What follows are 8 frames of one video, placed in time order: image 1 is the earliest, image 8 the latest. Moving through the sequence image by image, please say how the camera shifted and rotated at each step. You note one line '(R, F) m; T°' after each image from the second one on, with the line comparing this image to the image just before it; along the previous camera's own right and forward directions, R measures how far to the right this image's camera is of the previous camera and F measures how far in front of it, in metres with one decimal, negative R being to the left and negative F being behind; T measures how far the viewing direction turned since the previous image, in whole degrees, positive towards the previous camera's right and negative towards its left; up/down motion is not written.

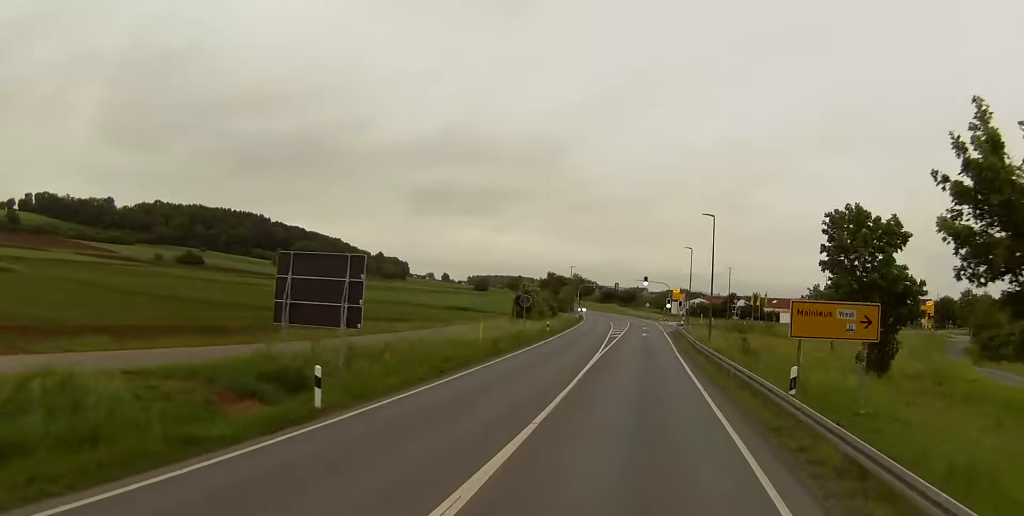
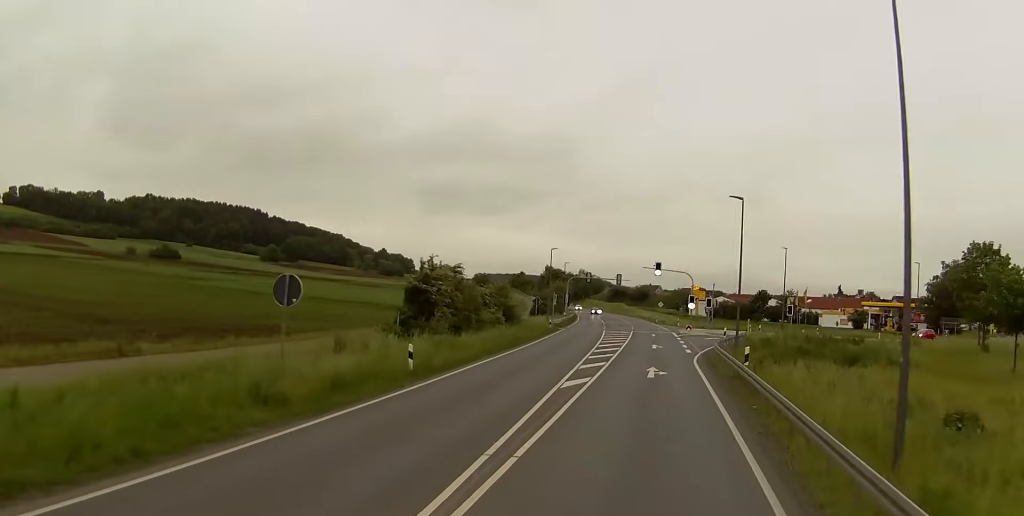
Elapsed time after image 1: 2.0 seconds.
(-0.7, +40.5) m; -1°
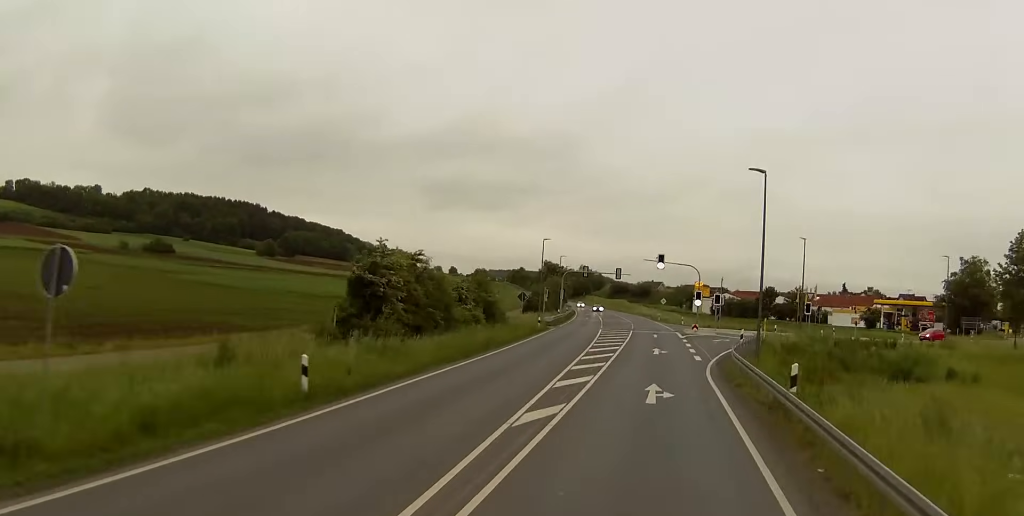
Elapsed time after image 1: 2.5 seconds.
(0.0, +8.6) m; 0°
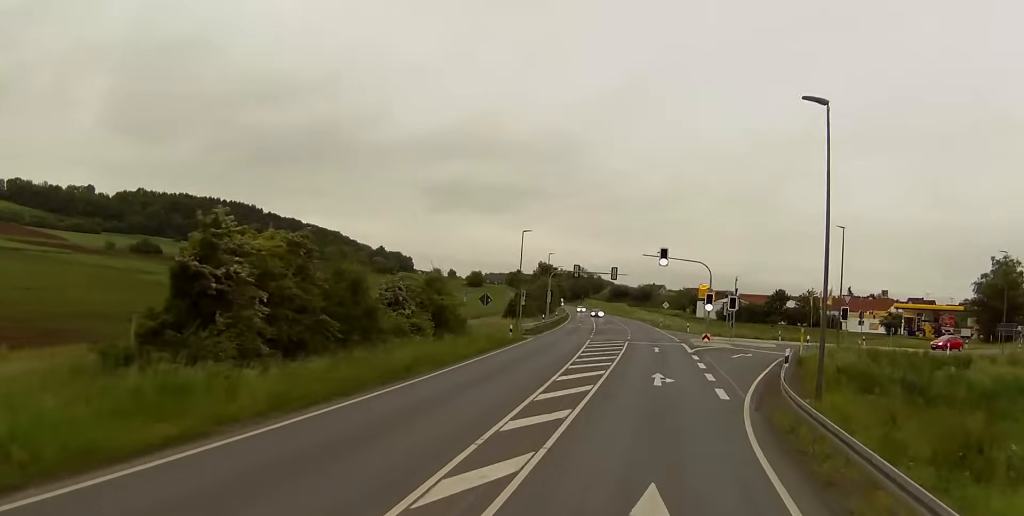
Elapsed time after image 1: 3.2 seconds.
(0.0, +14.0) m; -1°
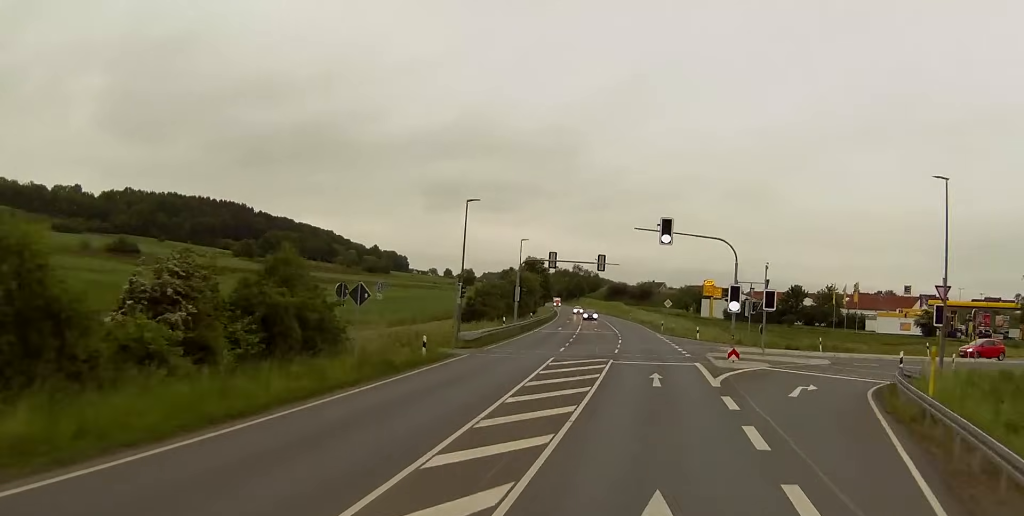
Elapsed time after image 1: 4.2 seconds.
(-0.3, +20.7) m; -1°
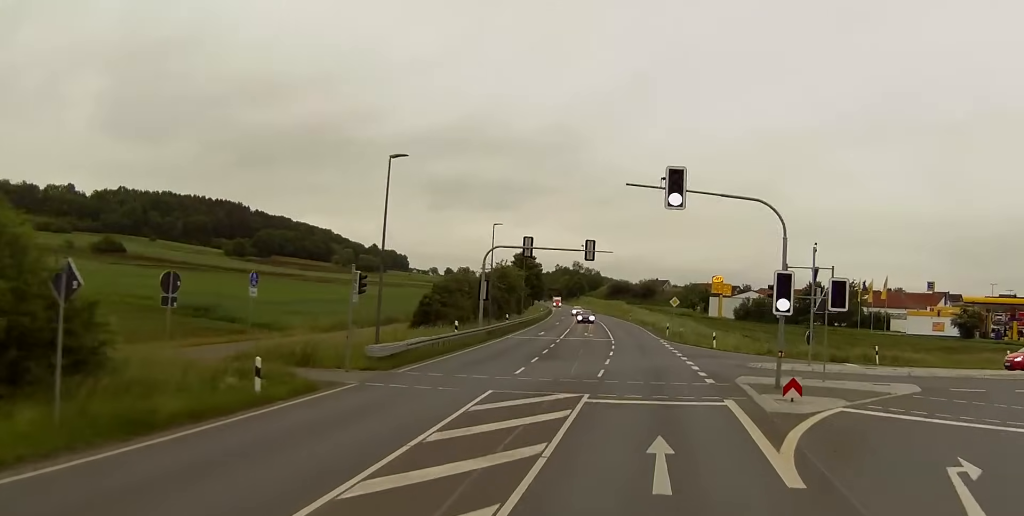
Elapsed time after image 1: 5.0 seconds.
(-0.2, +15.4) m; 0°
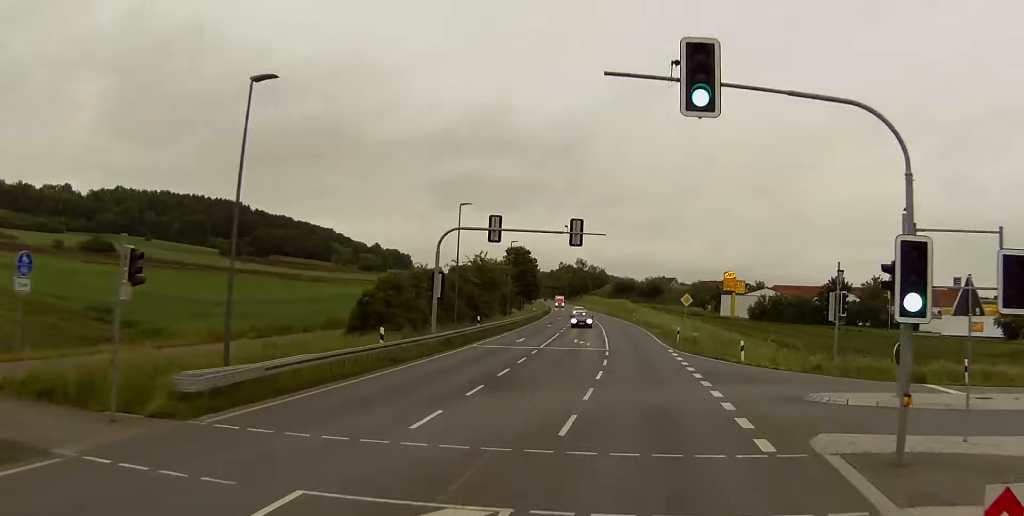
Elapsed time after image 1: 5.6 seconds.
(+0.2, +13.4) m; +1°
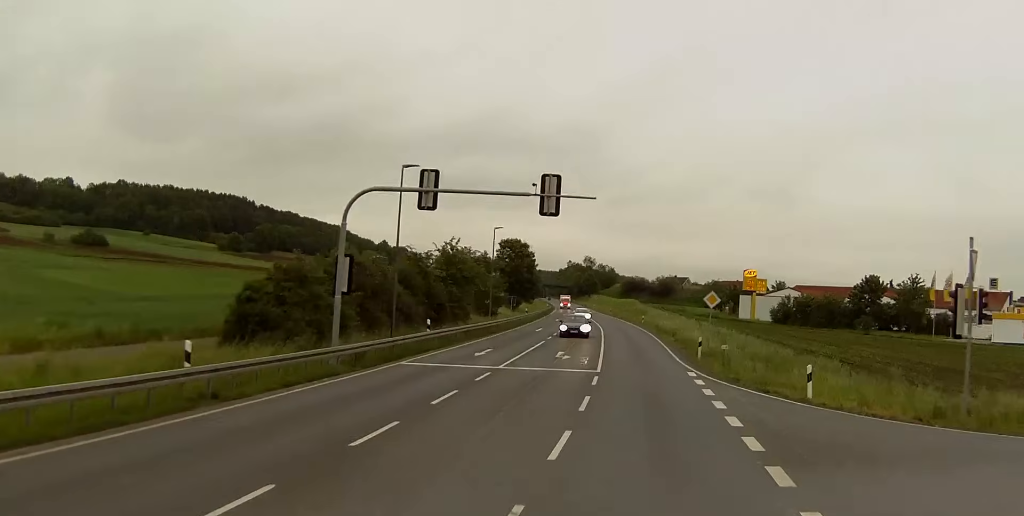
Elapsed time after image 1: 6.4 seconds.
(0.0, +14.7) m; 0°
